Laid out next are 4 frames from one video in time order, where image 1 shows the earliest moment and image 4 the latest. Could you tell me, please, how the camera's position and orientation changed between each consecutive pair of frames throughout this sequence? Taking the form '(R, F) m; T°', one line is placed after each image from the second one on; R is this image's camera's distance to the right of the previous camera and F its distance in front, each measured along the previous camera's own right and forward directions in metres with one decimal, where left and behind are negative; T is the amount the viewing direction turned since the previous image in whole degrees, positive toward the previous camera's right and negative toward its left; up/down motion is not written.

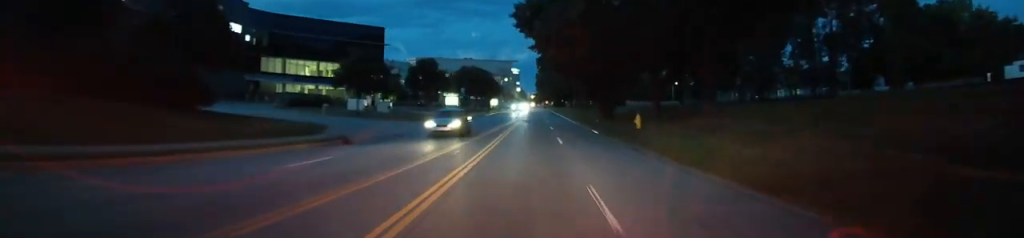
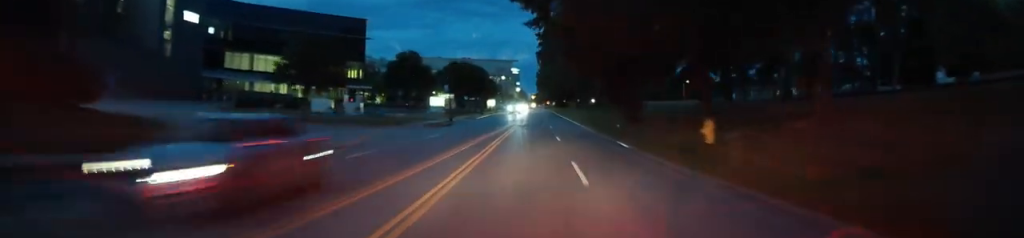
(+0.1, +13.5) m; +1°
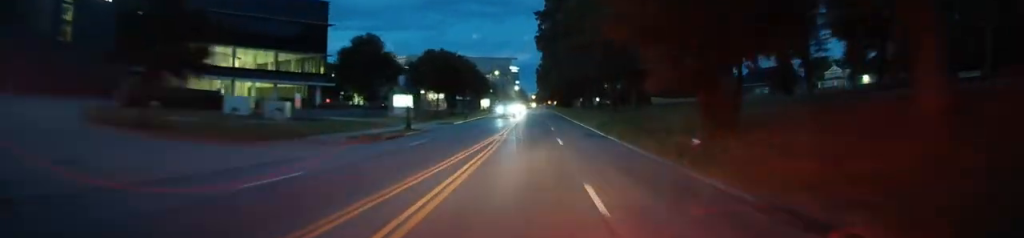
(+0.2, +18.9) m; 0°
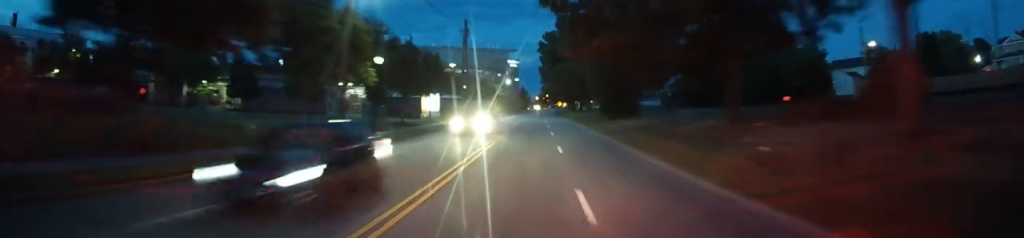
(+0.8, +79.6) m; 0°
